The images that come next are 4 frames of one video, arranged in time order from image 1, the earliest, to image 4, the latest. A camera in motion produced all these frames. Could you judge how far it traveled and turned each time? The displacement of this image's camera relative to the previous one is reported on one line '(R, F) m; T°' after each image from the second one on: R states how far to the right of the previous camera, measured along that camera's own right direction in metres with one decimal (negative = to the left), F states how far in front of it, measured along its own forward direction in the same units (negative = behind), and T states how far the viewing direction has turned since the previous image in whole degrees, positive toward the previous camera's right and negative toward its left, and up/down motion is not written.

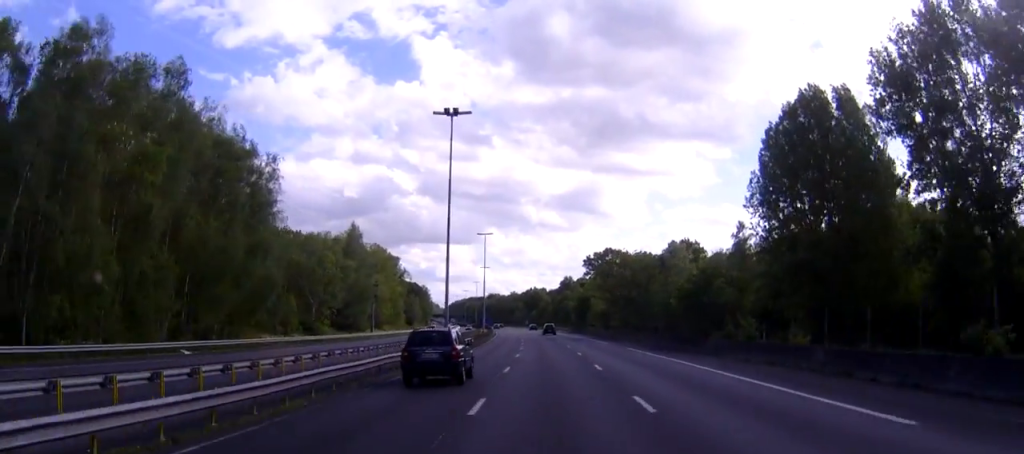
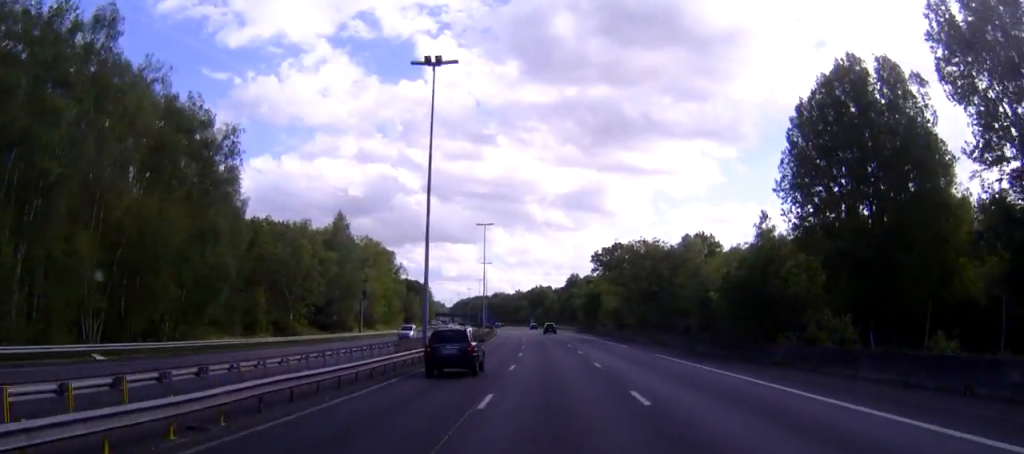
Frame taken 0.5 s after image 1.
(0.0, +11.8) m; 0°
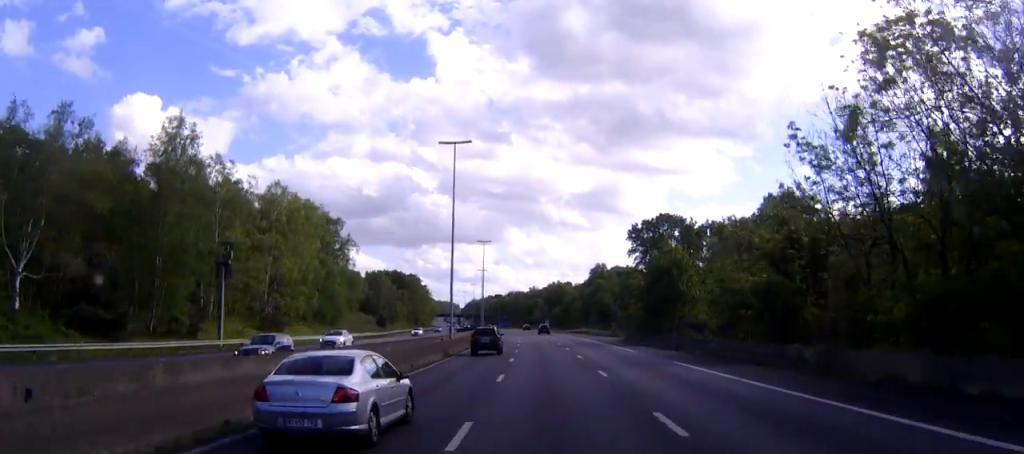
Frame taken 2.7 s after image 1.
(-0.6, +57.4) m; -1°
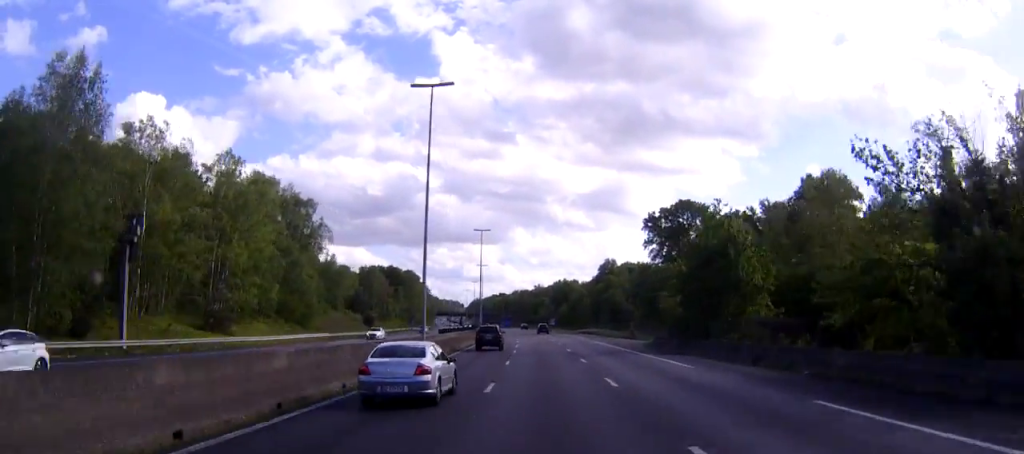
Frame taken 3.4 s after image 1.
(-0.1, +17.1) m; 0°
